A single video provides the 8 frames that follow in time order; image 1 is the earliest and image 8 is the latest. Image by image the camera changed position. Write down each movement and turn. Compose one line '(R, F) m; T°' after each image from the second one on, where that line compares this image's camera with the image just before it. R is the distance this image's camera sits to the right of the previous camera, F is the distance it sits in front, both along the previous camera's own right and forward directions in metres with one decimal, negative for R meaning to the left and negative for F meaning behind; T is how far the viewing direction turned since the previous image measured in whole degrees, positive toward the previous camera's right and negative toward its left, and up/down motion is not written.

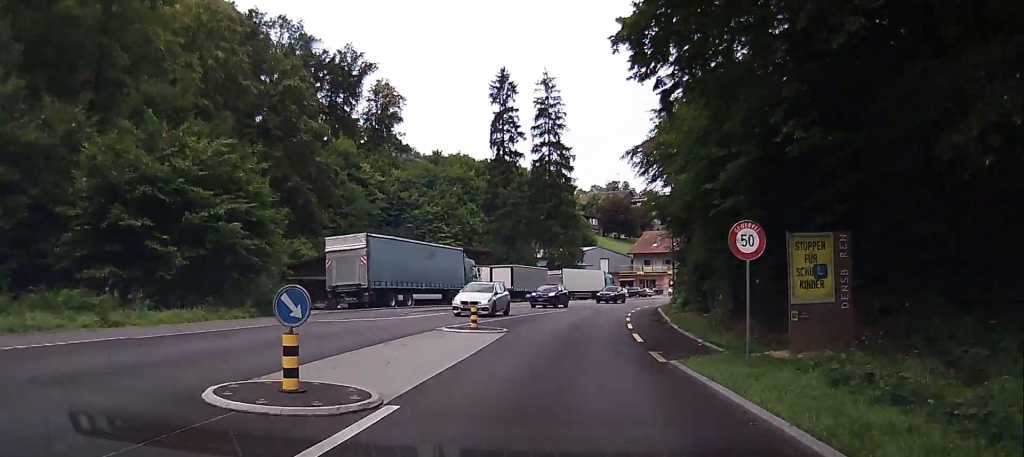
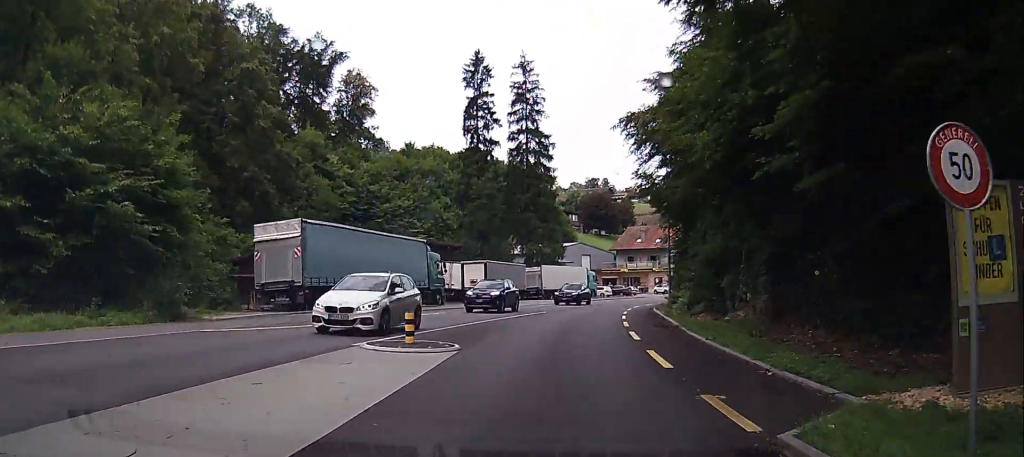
(+0.1, +8.0) m; +1°
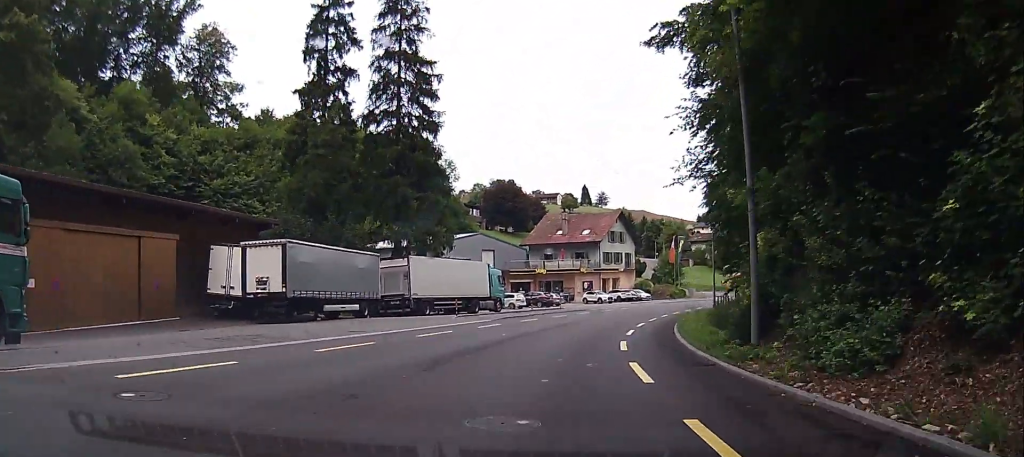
(+3.3, +38.5) m; +10°
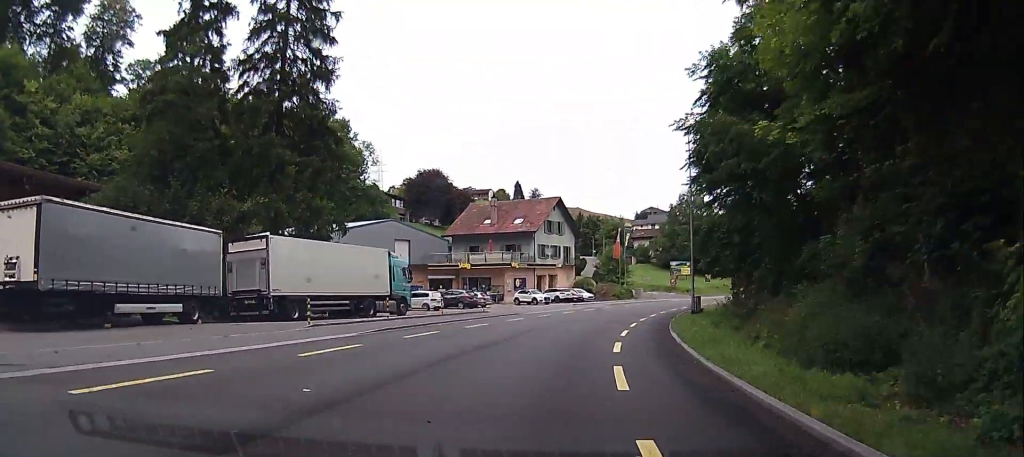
(+0.4, +16.3) m; +4°
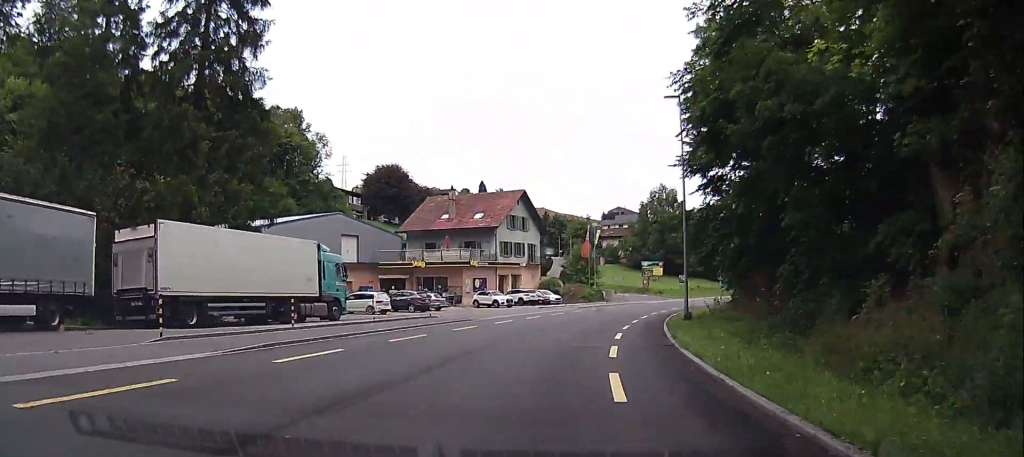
(+0.2, +8.4) m; +2°
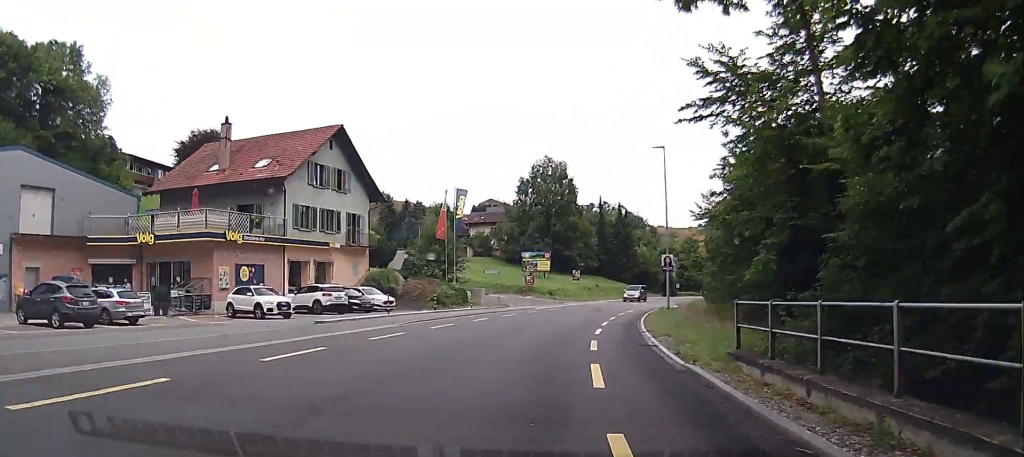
(+2.4, +36.2) m; +2°
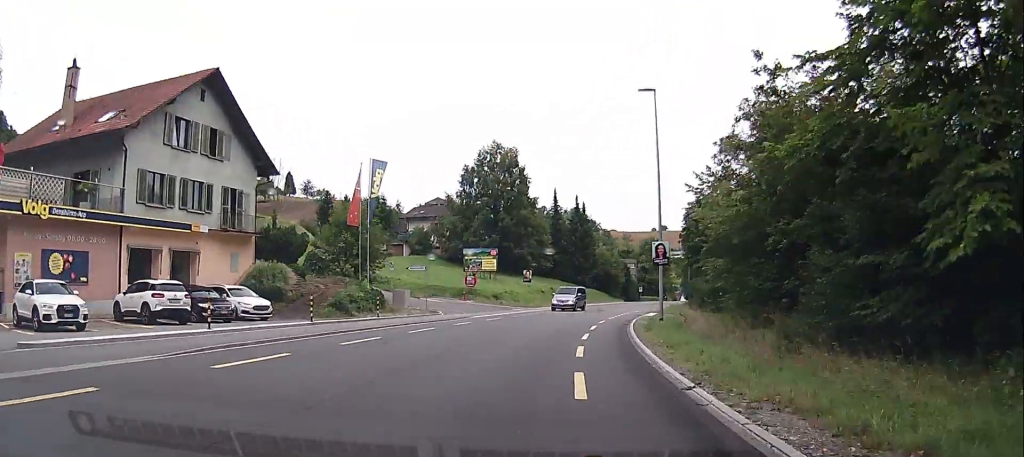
(-1.1, +15.8) m; +5°
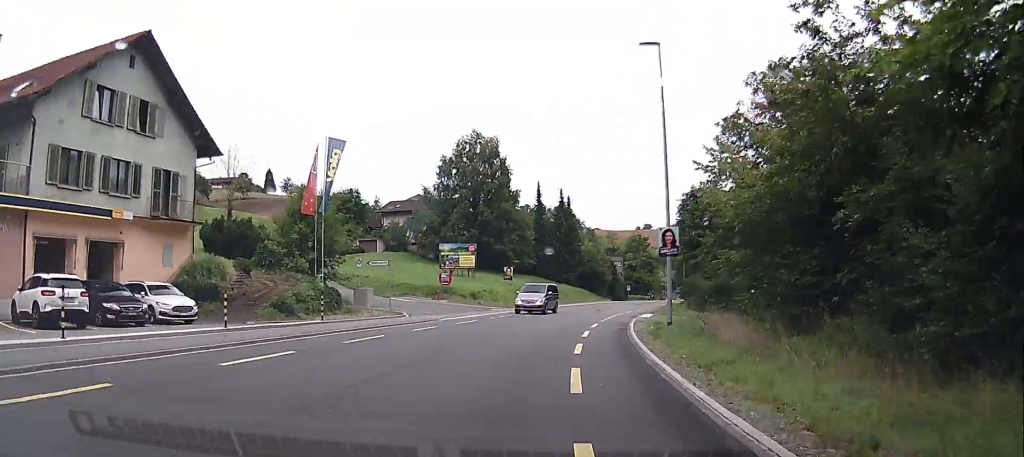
(+0.1, +6.7) m; +3°
